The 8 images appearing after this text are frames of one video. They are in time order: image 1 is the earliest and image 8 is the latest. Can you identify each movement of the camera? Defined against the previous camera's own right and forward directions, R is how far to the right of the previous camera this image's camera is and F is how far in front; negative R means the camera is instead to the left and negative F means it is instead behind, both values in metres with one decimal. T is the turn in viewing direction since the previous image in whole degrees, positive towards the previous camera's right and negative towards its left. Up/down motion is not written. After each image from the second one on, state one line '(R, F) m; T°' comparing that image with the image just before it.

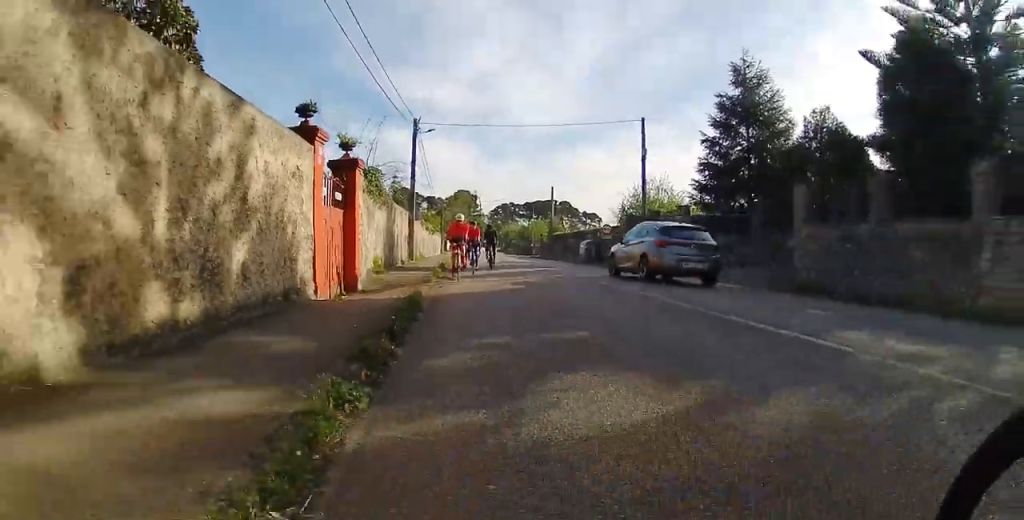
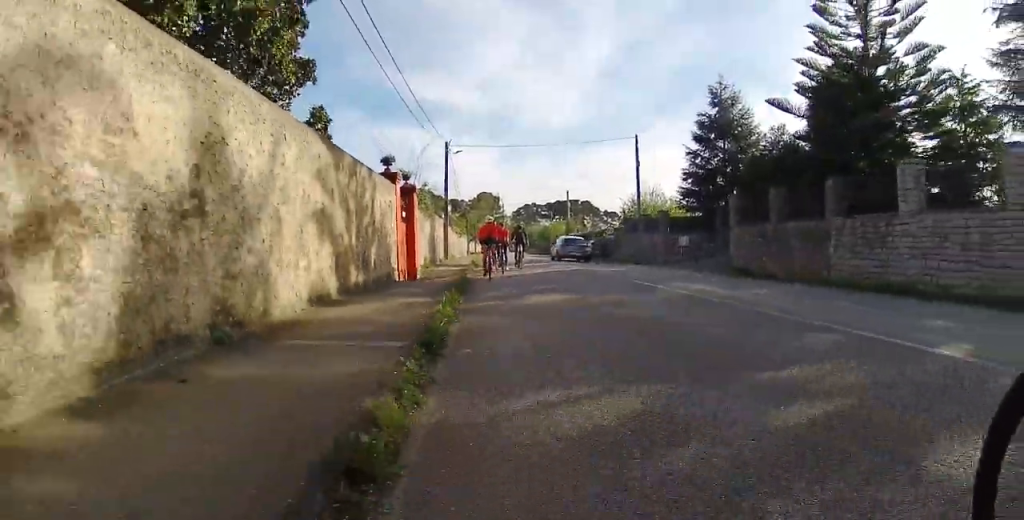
(0.0, +6.0) m; 0°
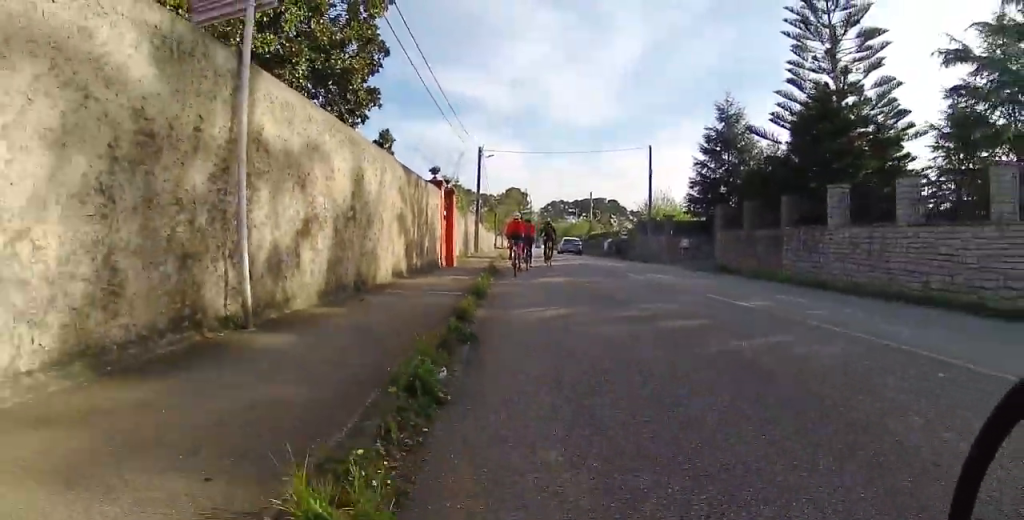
(0.0, +4.1) m; 0°
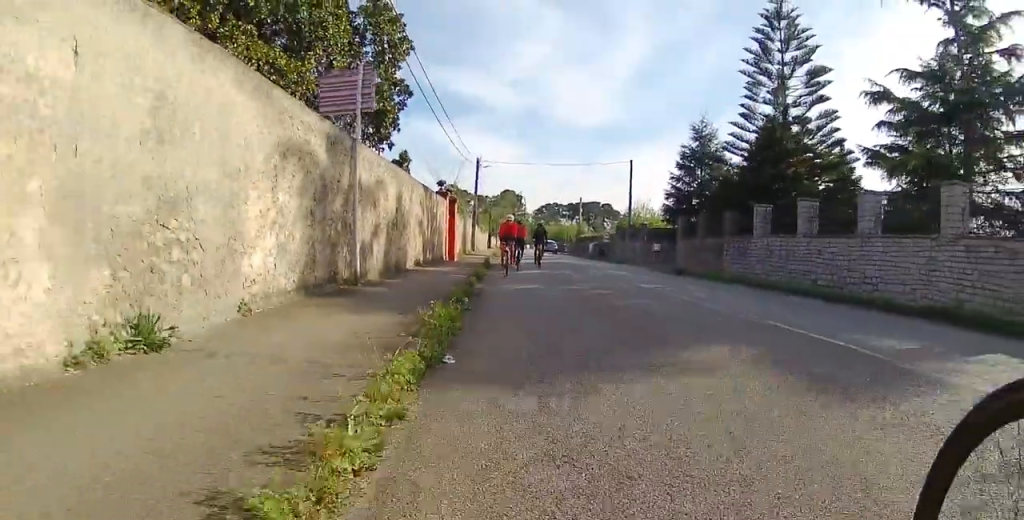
(0.0, +4.4) m; 0°
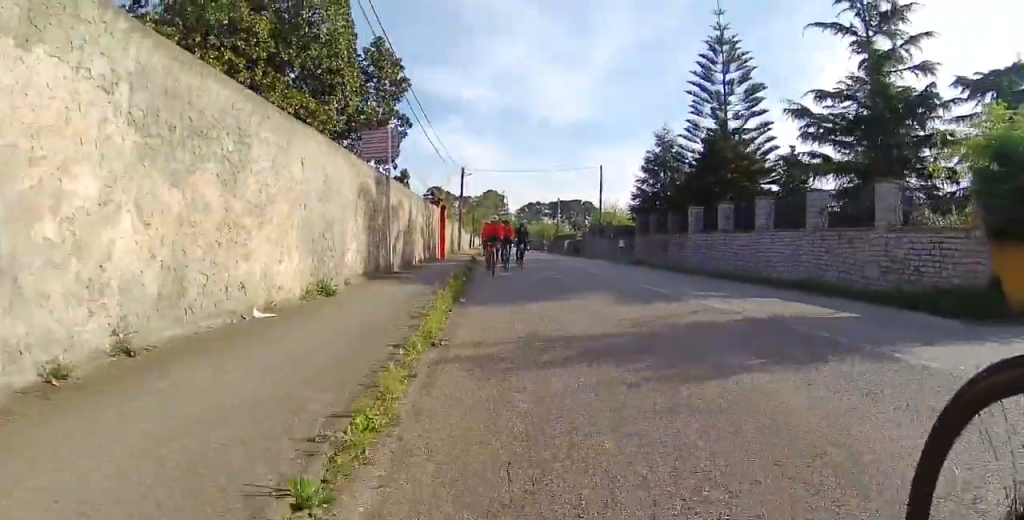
(0.0, +4.8) m; 0°
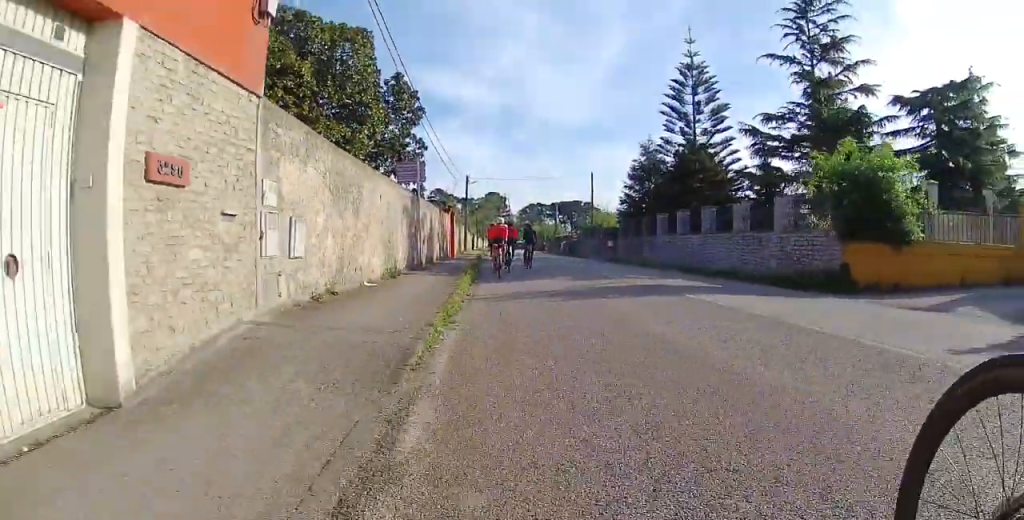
(0.0, +5.2) m; 0°
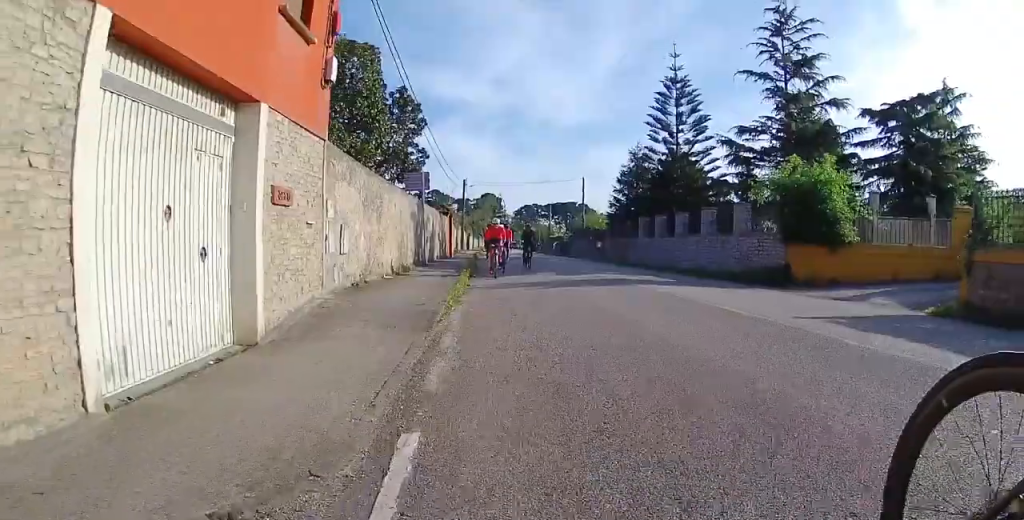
(0.0, +2.7) m; 0°
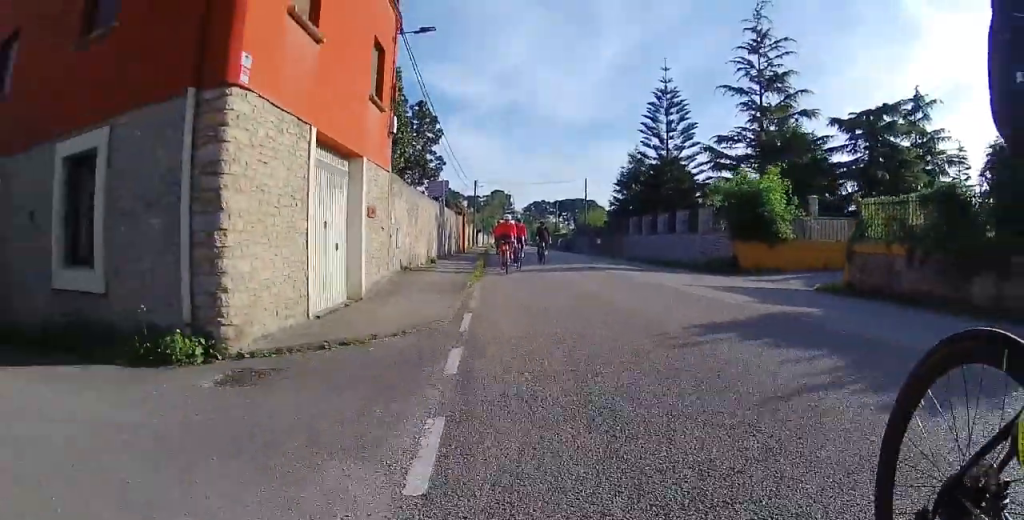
(0.0, +4.4) m; 0°
